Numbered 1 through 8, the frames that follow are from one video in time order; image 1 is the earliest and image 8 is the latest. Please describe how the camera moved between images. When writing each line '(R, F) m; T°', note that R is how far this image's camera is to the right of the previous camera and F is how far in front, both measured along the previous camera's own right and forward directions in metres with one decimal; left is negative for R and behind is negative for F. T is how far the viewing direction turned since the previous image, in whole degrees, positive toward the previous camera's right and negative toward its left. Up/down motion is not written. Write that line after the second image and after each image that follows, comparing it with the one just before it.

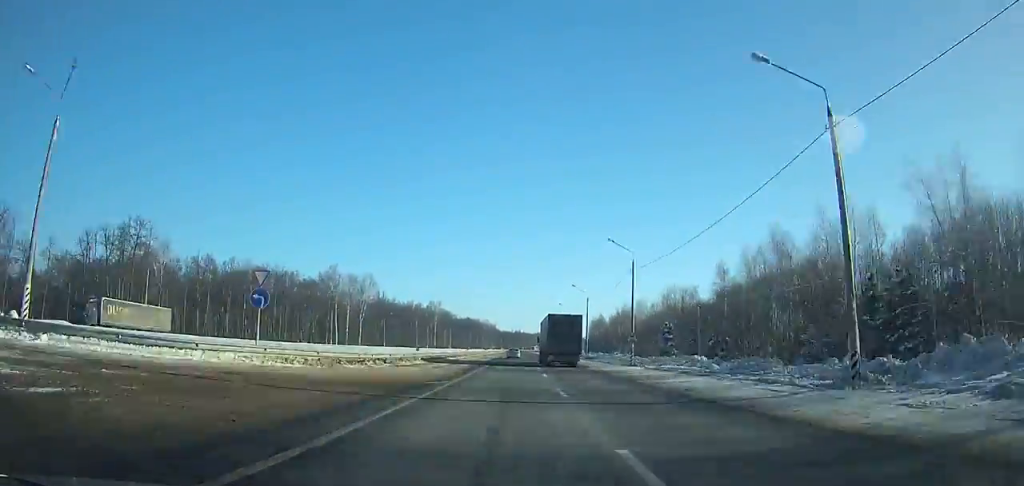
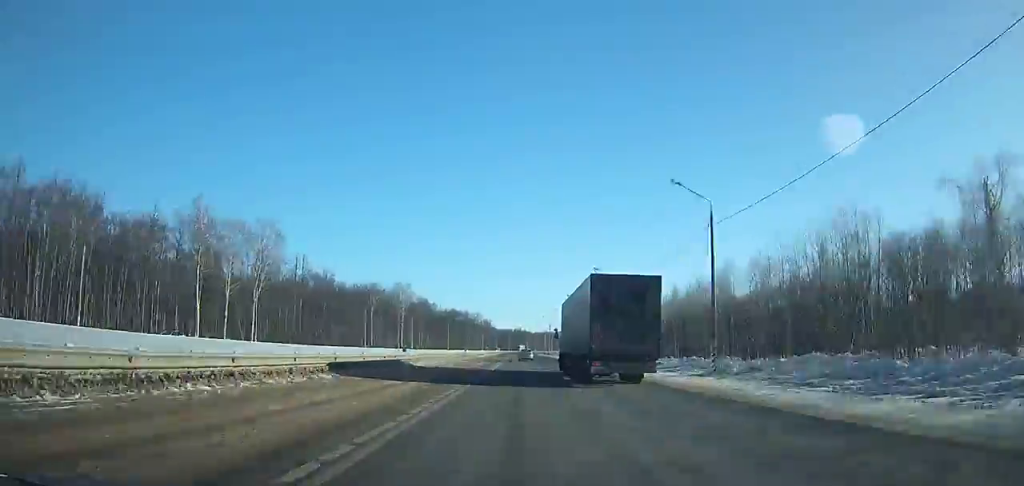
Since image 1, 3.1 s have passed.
(-0.2, +89.3) m; 0°
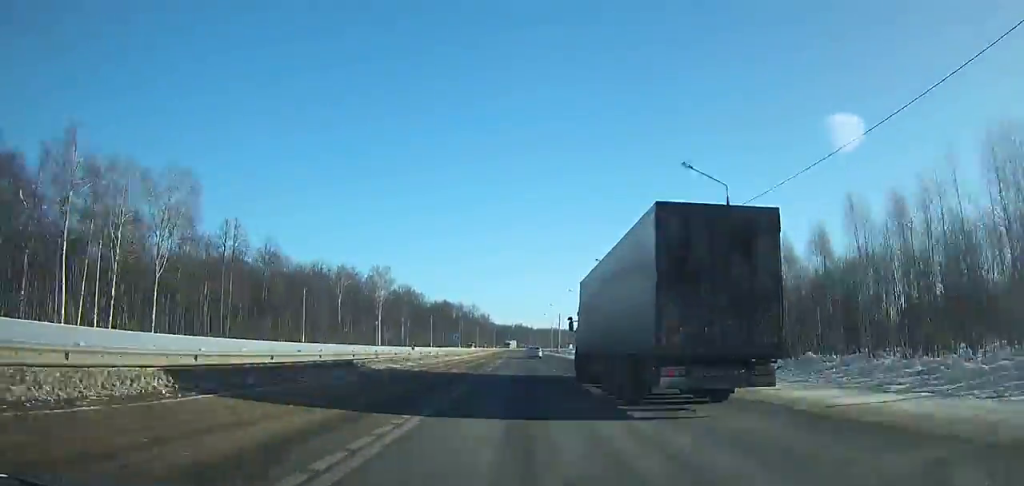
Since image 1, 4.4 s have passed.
(+0.1, +37.7) m; 0°
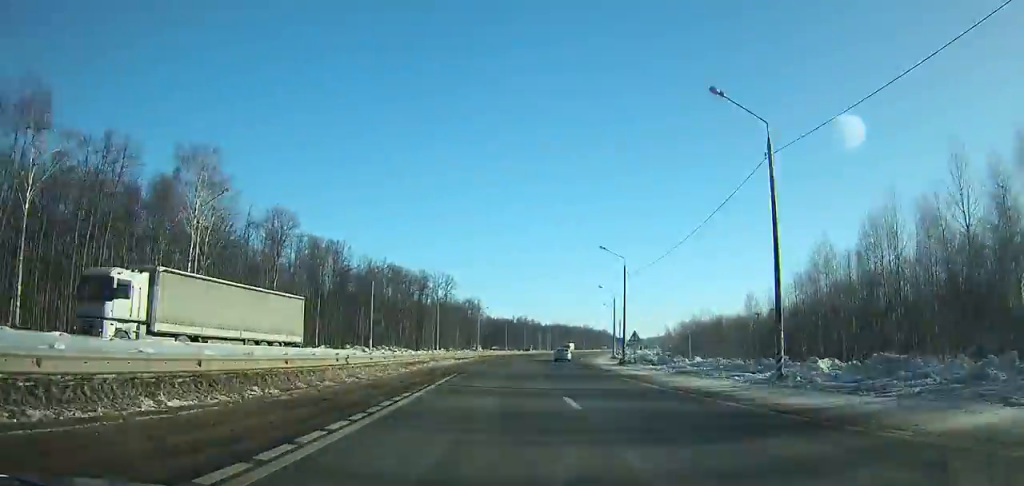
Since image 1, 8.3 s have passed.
(+0.4, +113.0) m; +3°
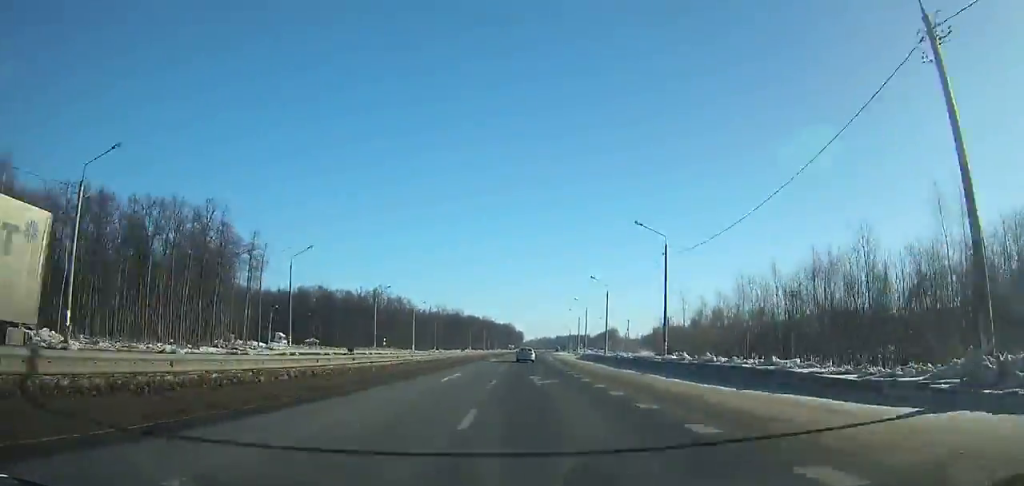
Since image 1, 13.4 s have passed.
(+11.9, +144.2) m; +7°
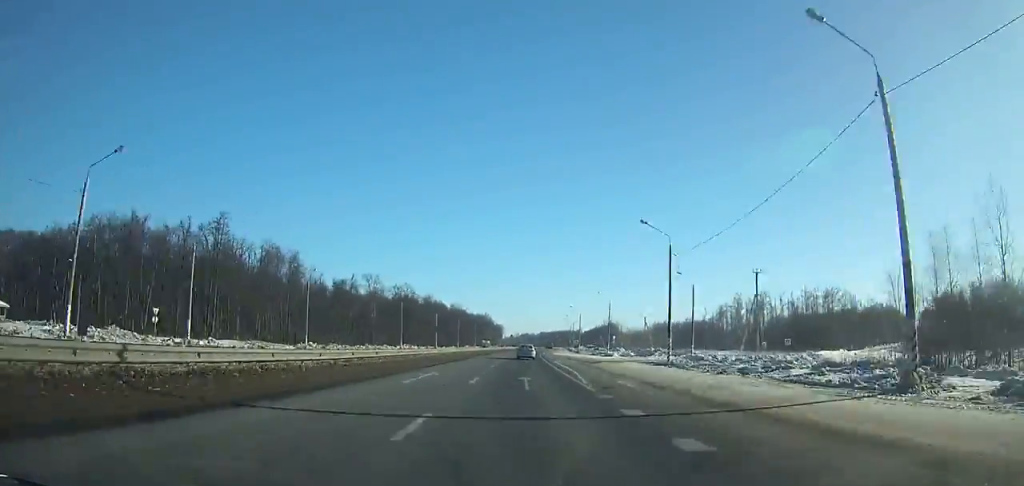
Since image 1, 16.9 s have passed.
(+1.9, +96.2) m; +2°
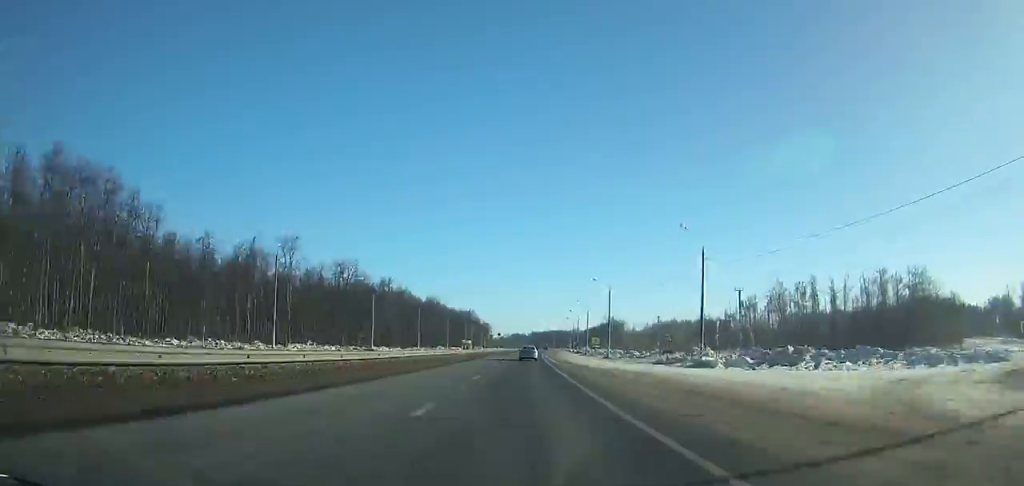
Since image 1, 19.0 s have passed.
(+0.9, +56.0) m; +1°
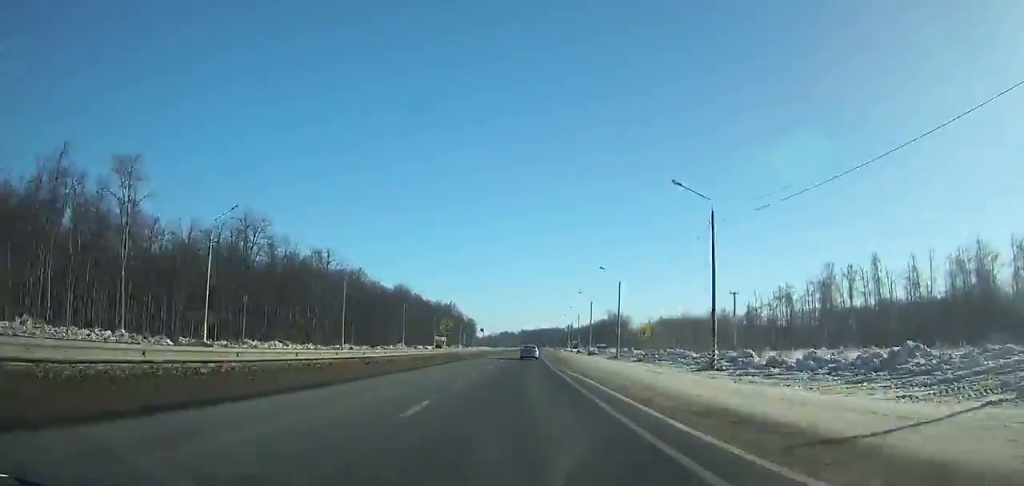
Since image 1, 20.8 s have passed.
(+0.4, +47.2) m; +1°
